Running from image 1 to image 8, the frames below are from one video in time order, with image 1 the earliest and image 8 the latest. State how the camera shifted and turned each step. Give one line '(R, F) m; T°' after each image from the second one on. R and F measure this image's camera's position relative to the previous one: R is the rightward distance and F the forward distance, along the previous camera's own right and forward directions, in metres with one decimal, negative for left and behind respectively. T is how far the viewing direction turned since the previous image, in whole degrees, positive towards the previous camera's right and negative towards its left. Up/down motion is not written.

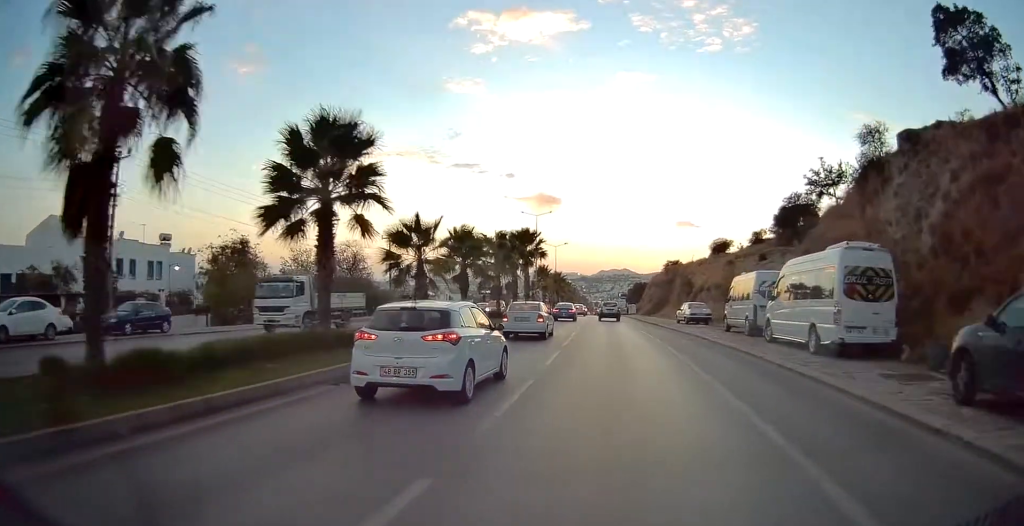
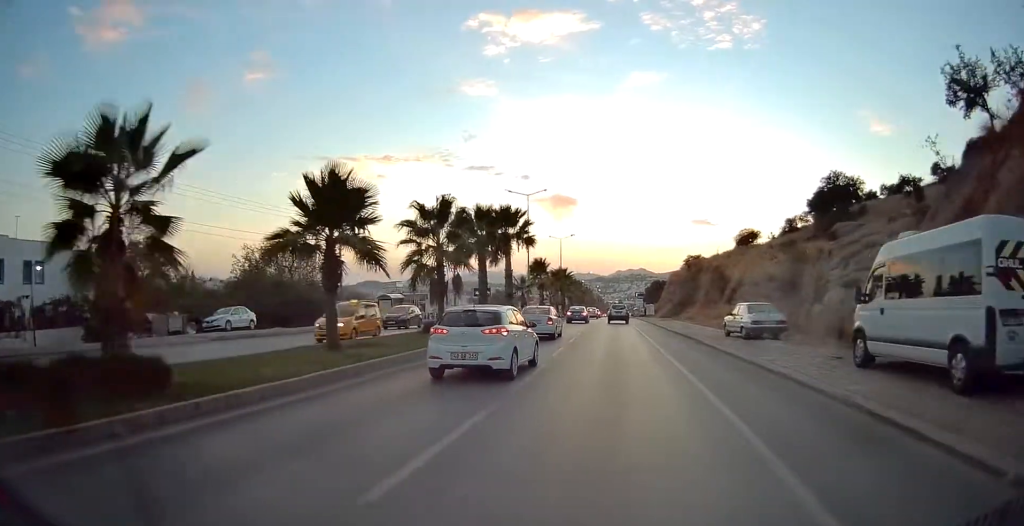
(-0.3, +15.6) m; -1°
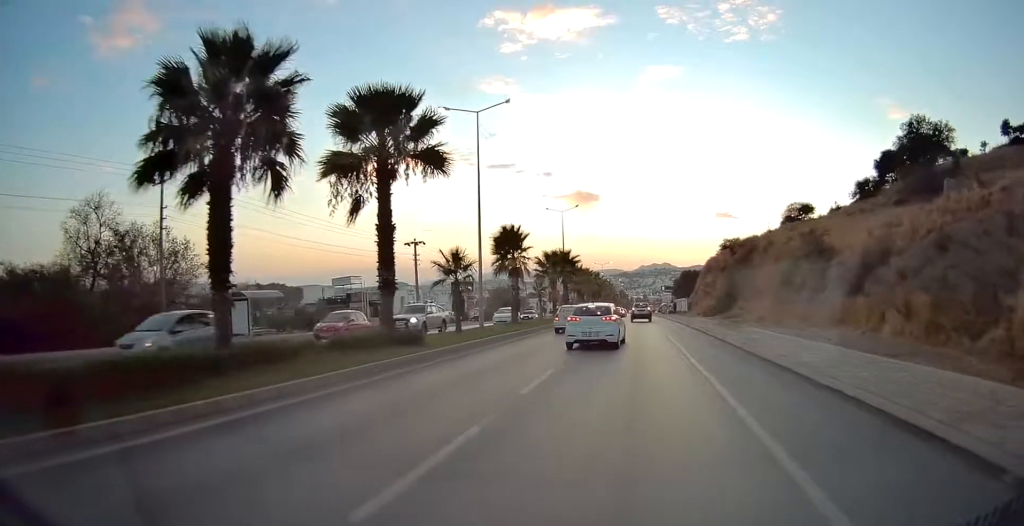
(-0.2, +25.0) m; -1°
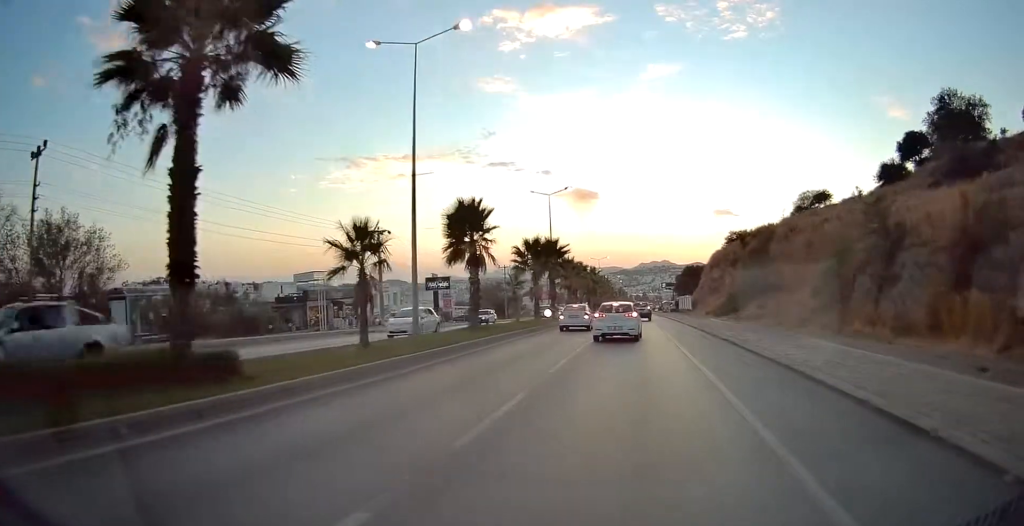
(-0.2, +9.1) m; 0°
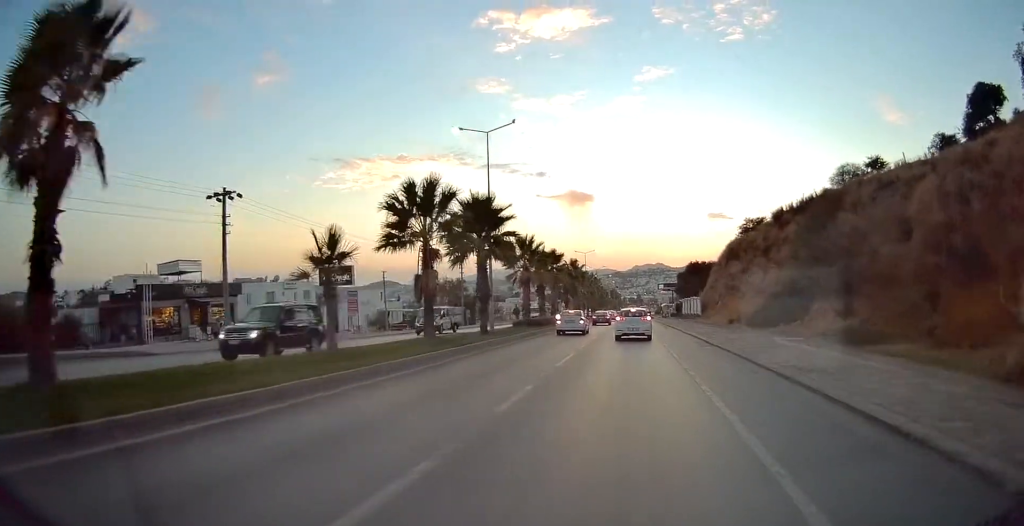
(+0.4, +22.0) m; +2°
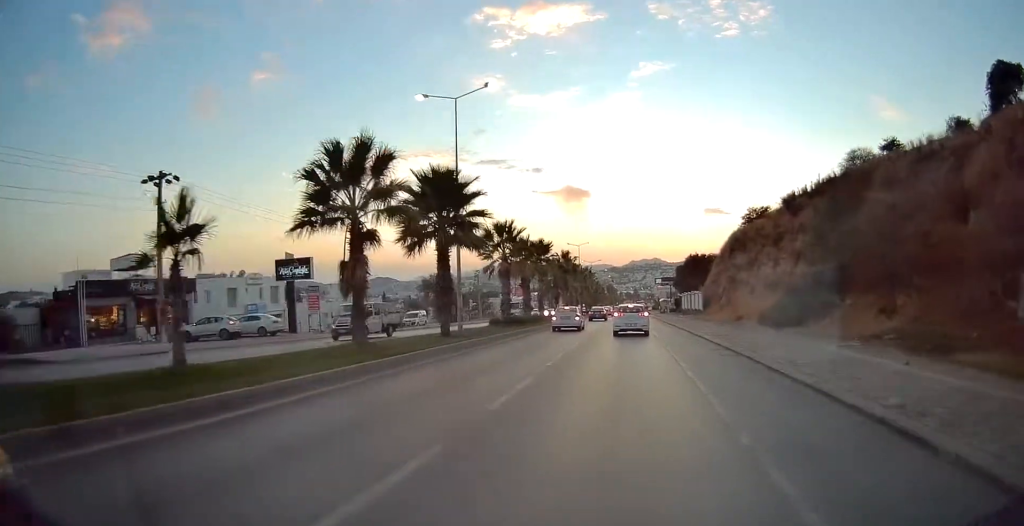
(0.0, +5.6) m; +1°
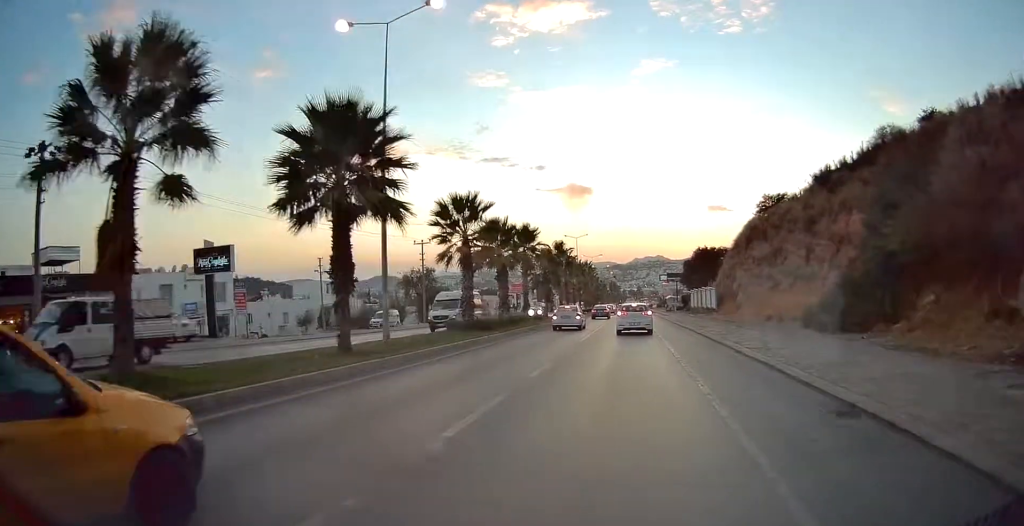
(0.0, +9.0) m; 0°
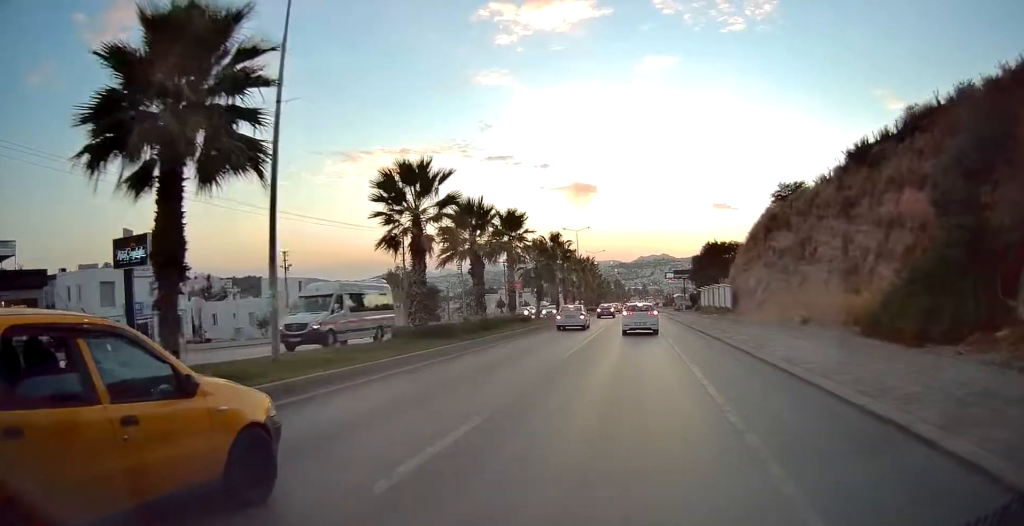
(0.0, +6.8) m; -1°
